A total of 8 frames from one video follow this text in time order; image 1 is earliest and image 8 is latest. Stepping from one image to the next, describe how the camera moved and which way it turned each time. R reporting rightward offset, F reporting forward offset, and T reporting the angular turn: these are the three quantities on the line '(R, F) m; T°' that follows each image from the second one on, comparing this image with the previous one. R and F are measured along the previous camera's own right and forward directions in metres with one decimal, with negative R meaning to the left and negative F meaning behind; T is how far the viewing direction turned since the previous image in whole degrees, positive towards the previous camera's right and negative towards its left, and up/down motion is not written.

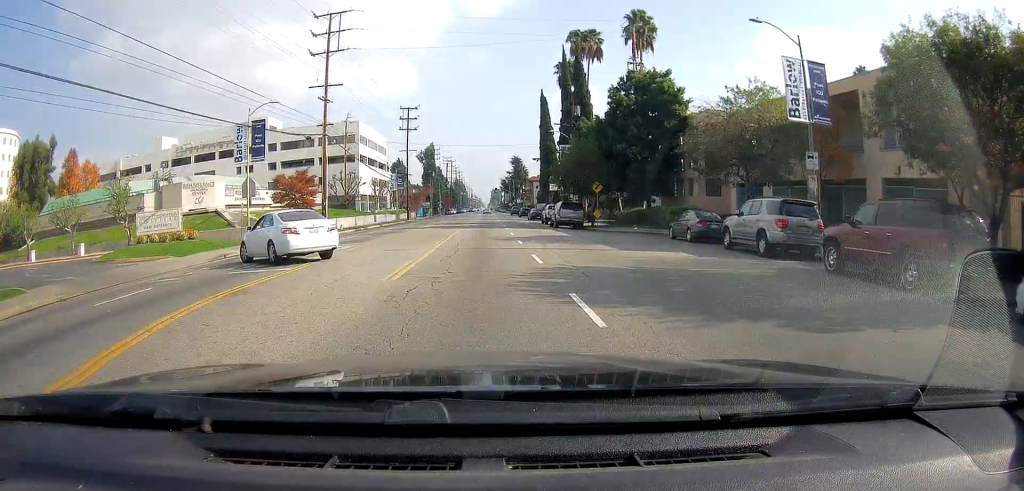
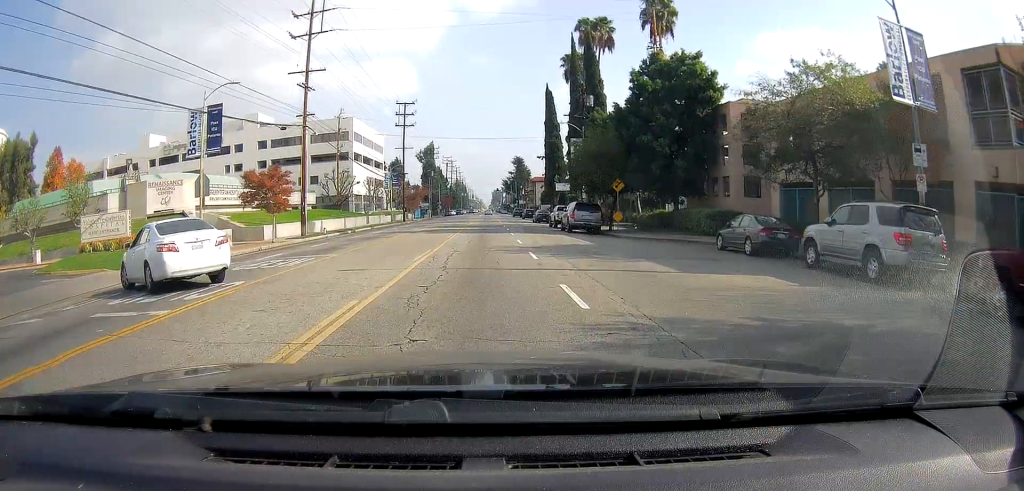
(+0.2, +6.2) m; 0°
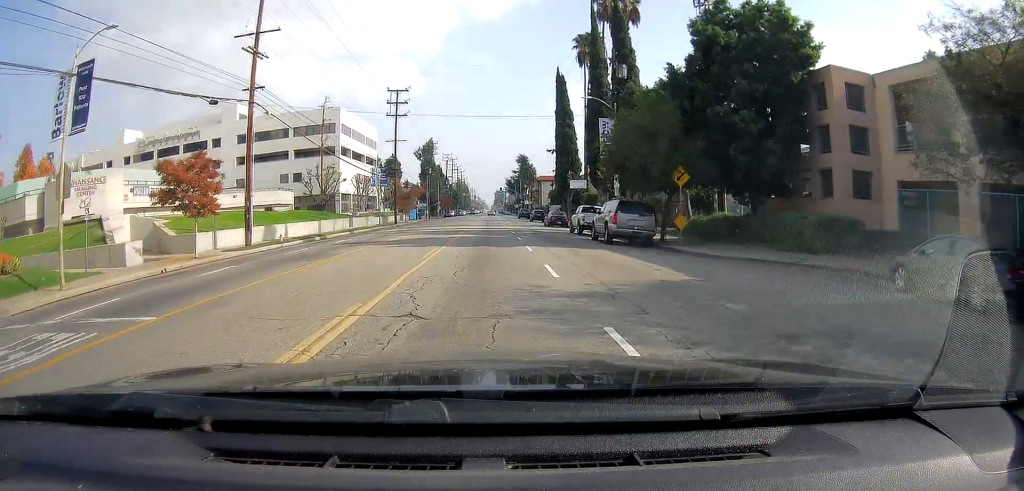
(-0.2, +11.0) m; 0°
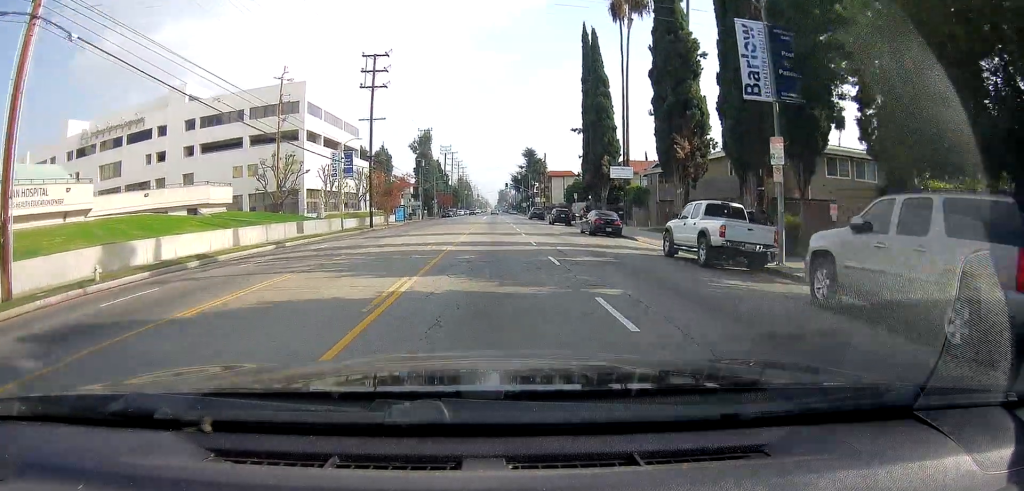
(+0.2, +19.7) m; +1°
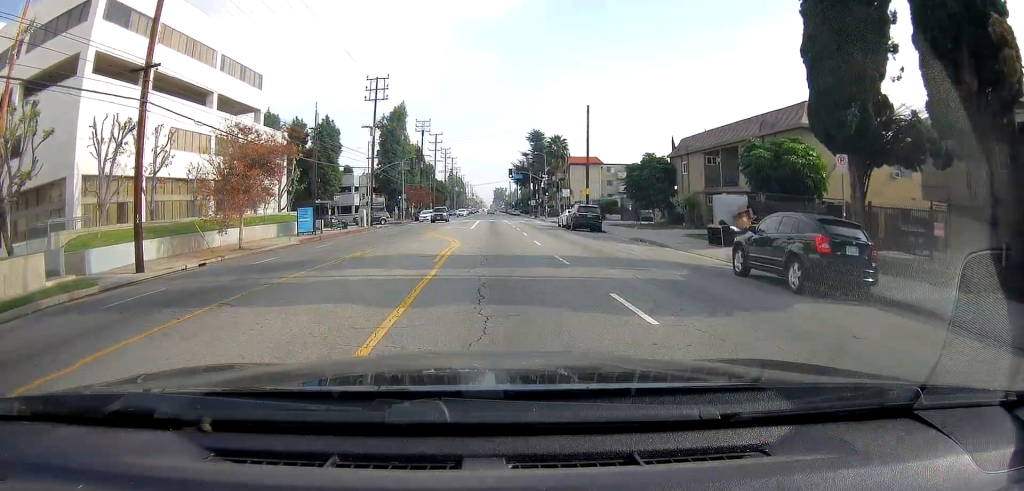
(-1.4, +43.7) m; -3°
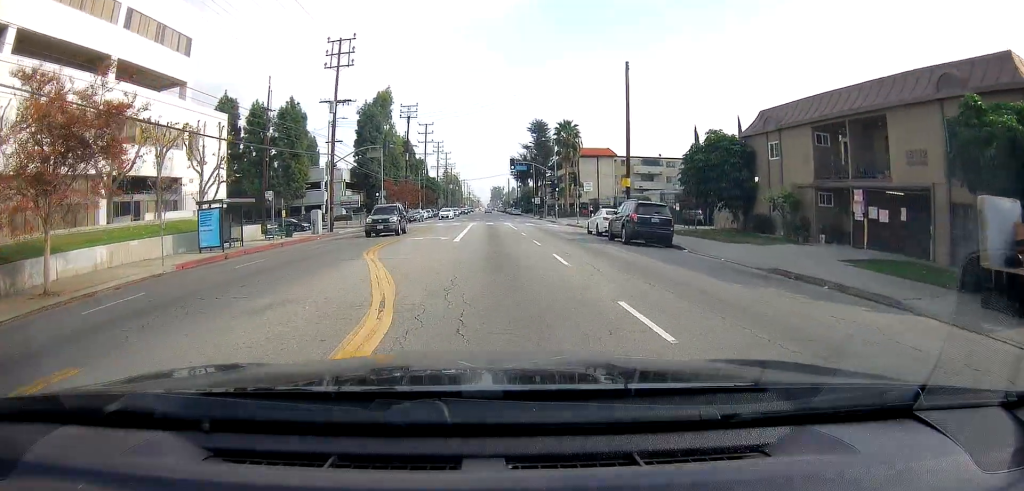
(+0.1, +15.7) m; +1°
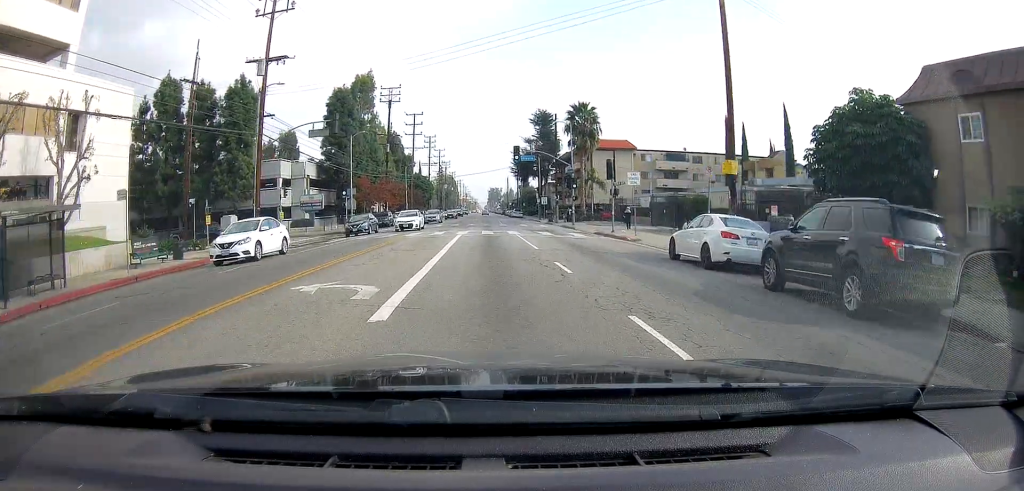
(+0.2, +15.7) m; +1°
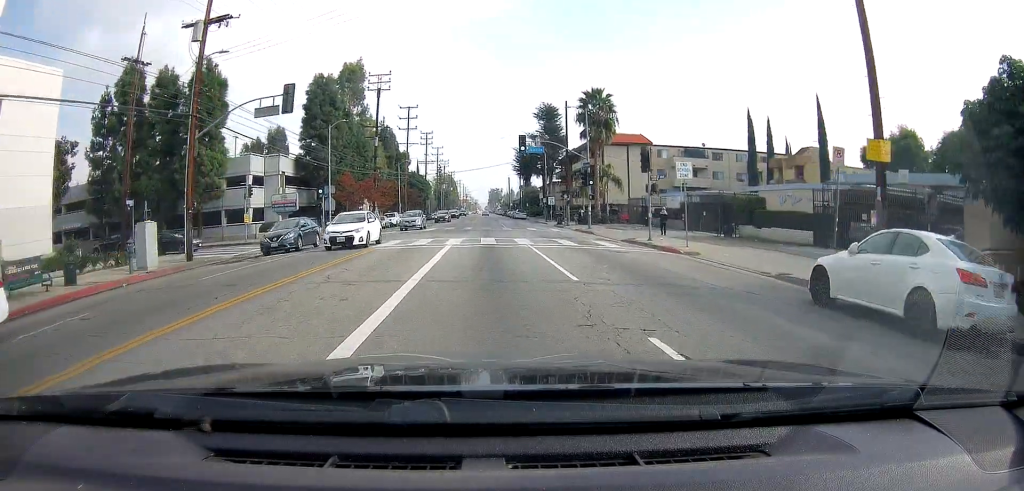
(+0.1, +8.3) m; 0°
